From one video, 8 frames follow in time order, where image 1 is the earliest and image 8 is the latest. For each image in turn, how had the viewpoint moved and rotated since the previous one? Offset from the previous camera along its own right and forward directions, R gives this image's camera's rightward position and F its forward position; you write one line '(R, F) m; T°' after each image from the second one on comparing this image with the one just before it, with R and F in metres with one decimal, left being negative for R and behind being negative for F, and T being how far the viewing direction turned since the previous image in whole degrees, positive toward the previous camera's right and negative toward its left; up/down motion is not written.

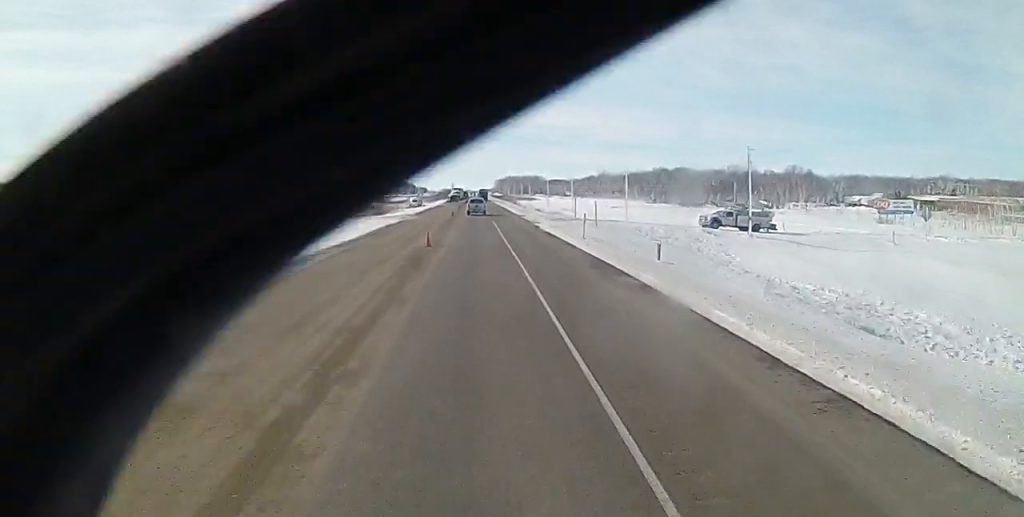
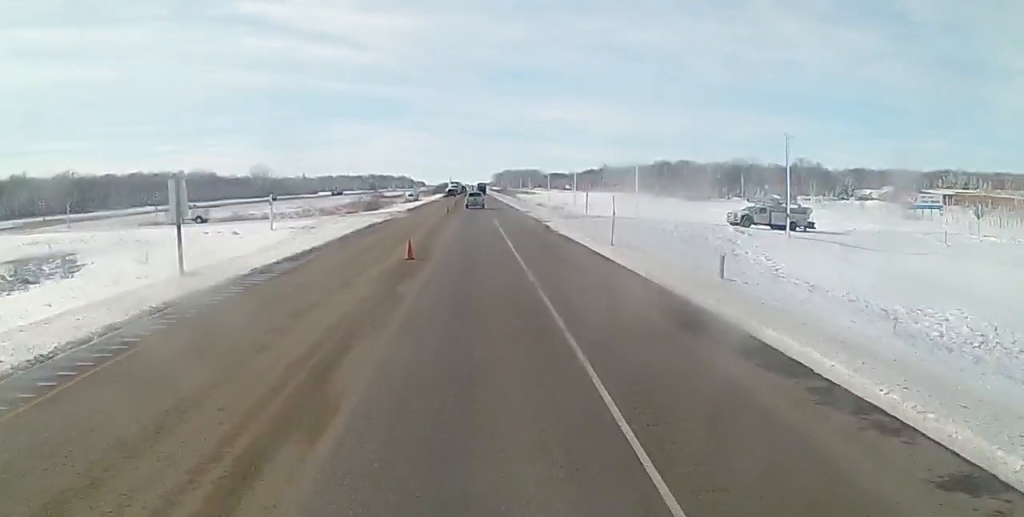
(0.0, +10.5) m; 0°
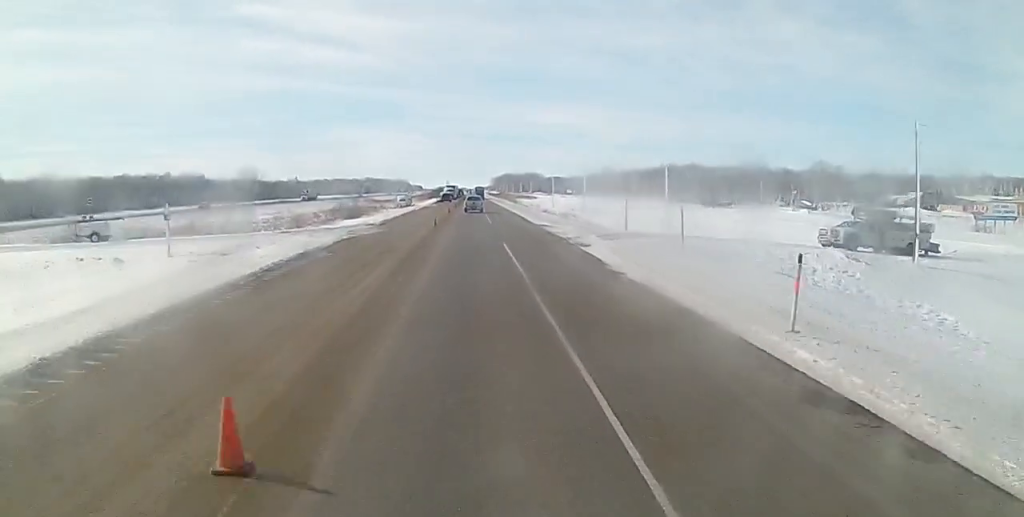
(-0.3, +21.8) m; -2°
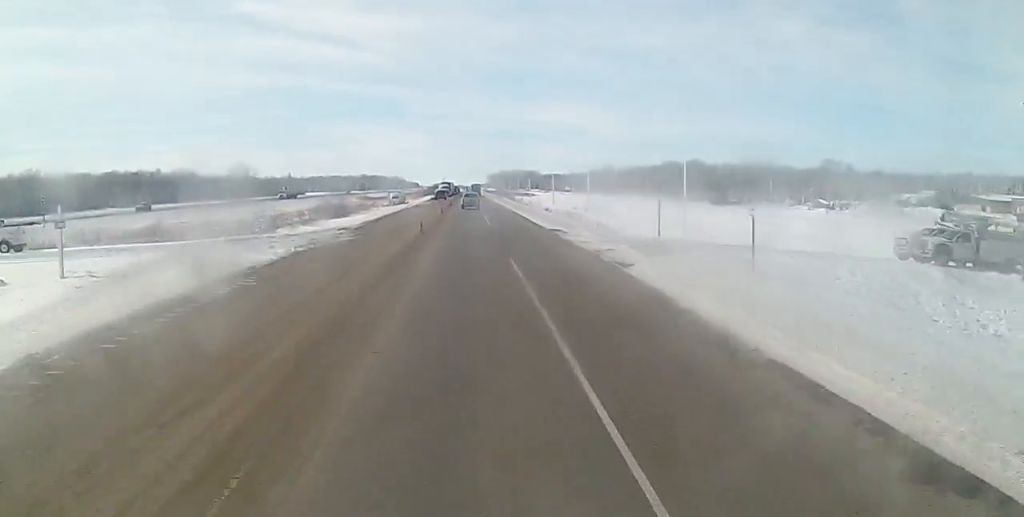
(-0.3, +11.4) m; 0°
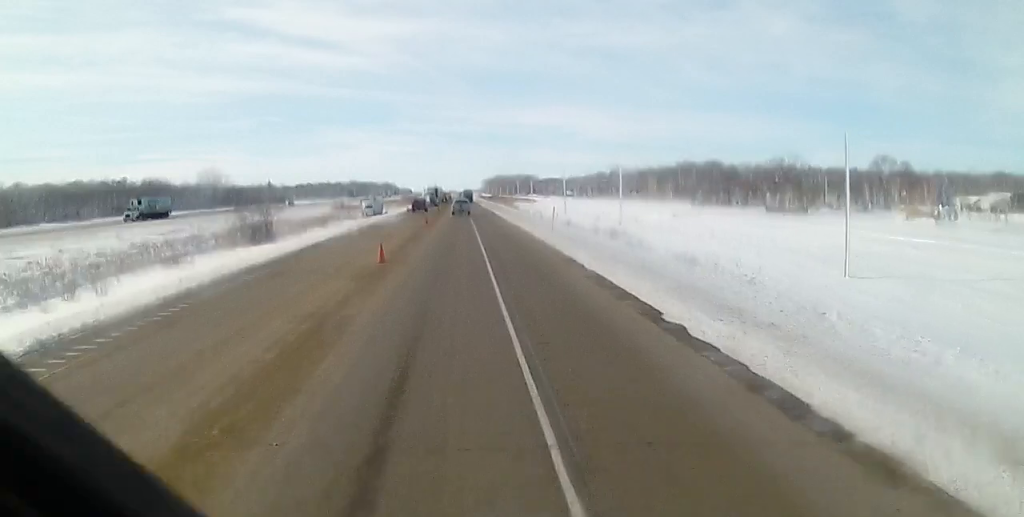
(+0.3, +46.7) m; 0°
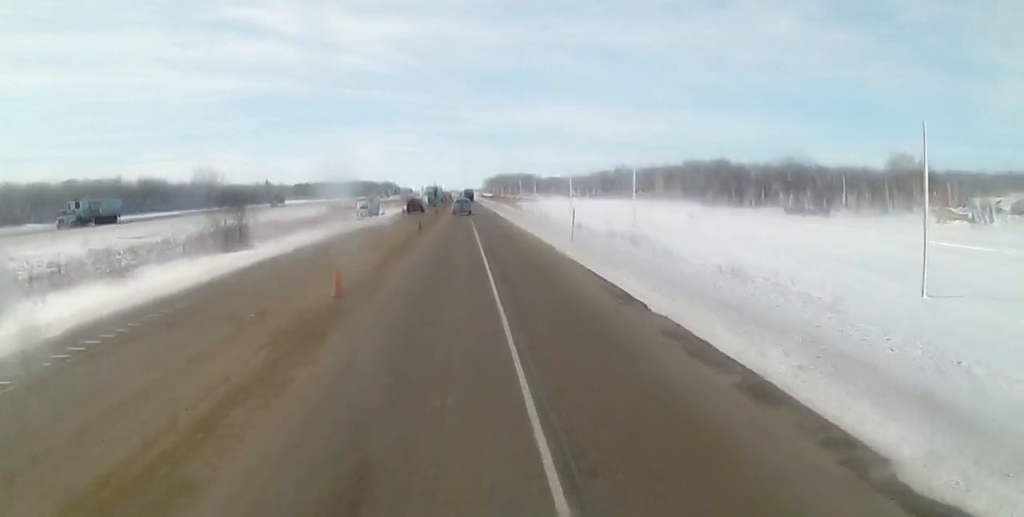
(0.0, +10.4) m; 0°
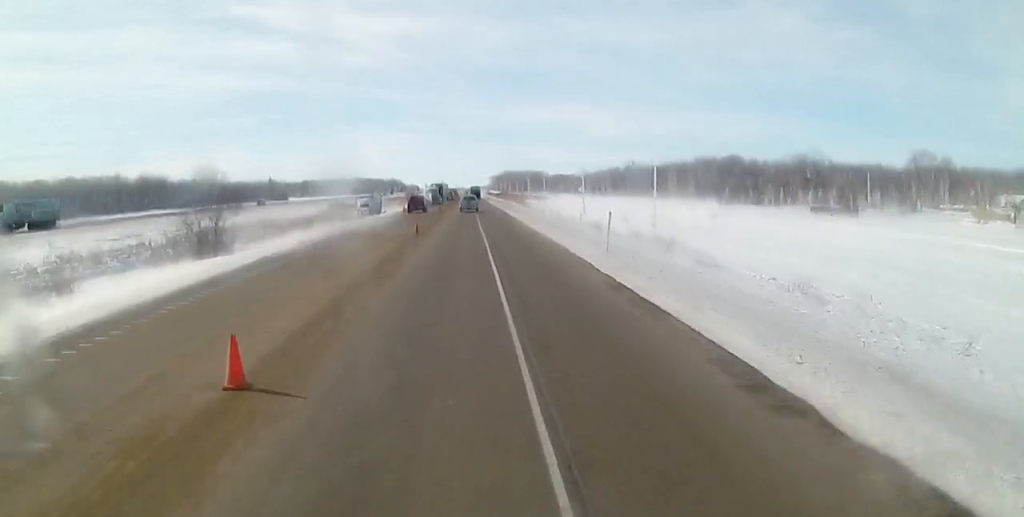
(-0.3, +9.8) m; 0°
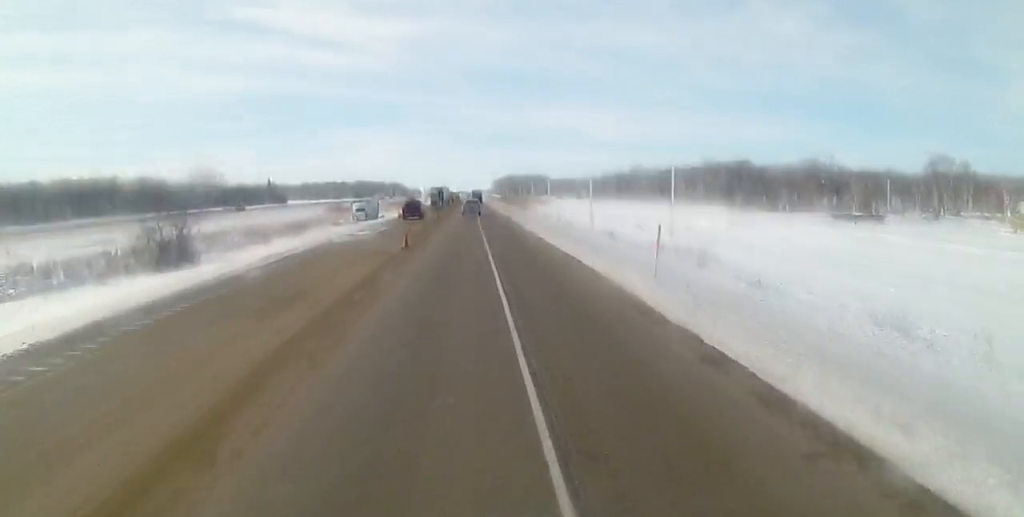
(+0.2, +9.1) m; 0°
